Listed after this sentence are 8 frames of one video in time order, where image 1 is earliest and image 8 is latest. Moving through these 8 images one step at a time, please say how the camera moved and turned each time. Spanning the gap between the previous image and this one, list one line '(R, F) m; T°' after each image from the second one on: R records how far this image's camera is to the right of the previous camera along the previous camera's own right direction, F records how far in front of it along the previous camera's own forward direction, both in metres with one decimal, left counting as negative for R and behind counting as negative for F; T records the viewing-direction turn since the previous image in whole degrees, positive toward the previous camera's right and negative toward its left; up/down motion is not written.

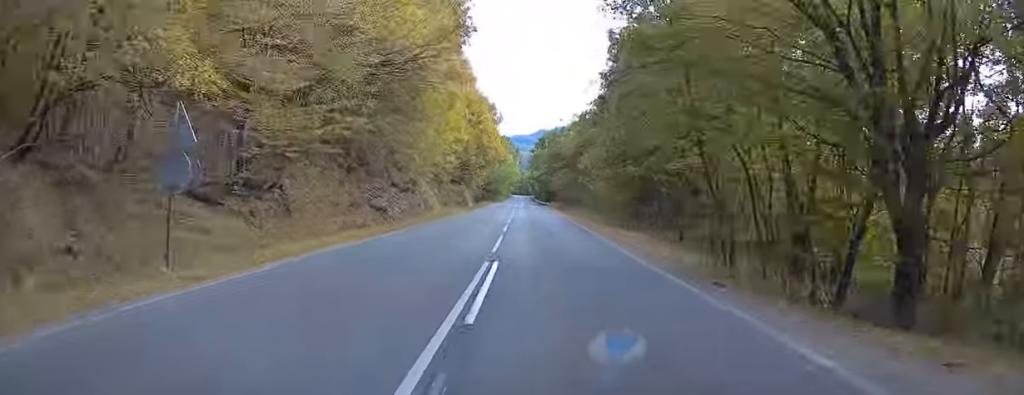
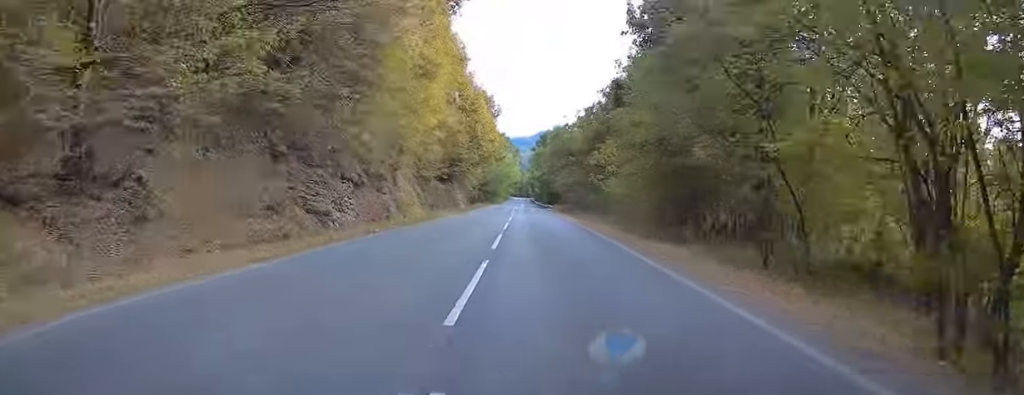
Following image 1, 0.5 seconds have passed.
(0.0, +9.3) m; 0°
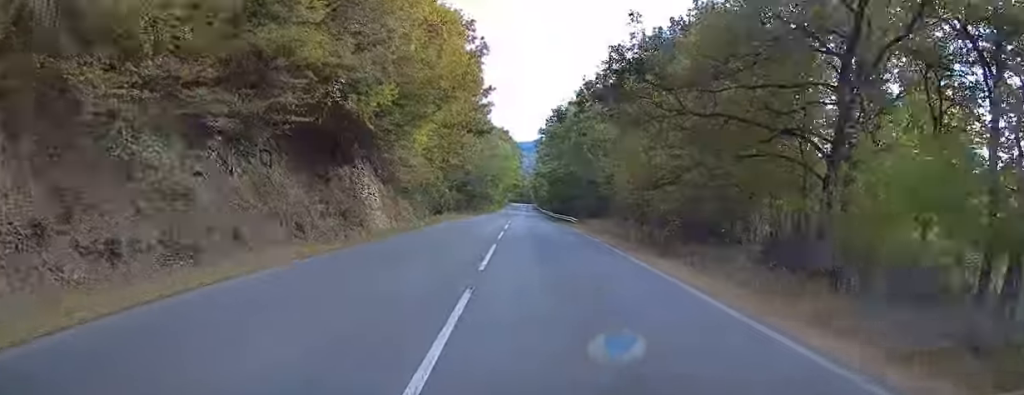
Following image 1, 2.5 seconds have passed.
(-0.5, +40.0) m; 0°
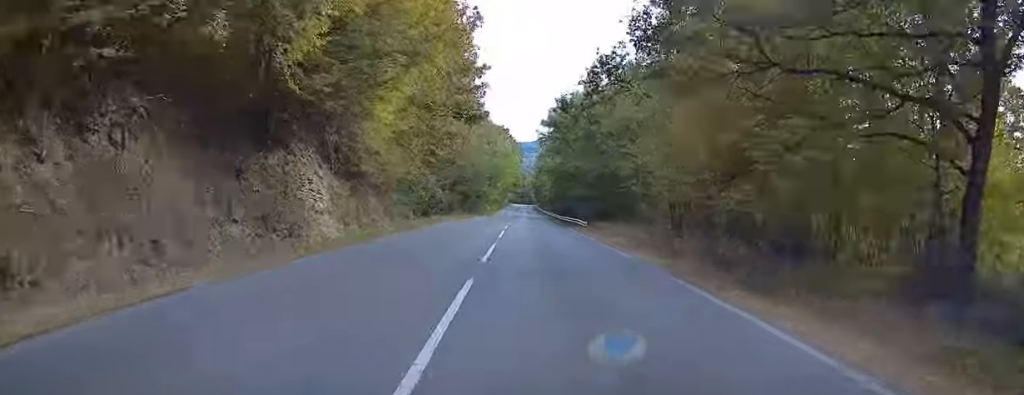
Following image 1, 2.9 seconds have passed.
(-0.1, +8.0) m; +1°
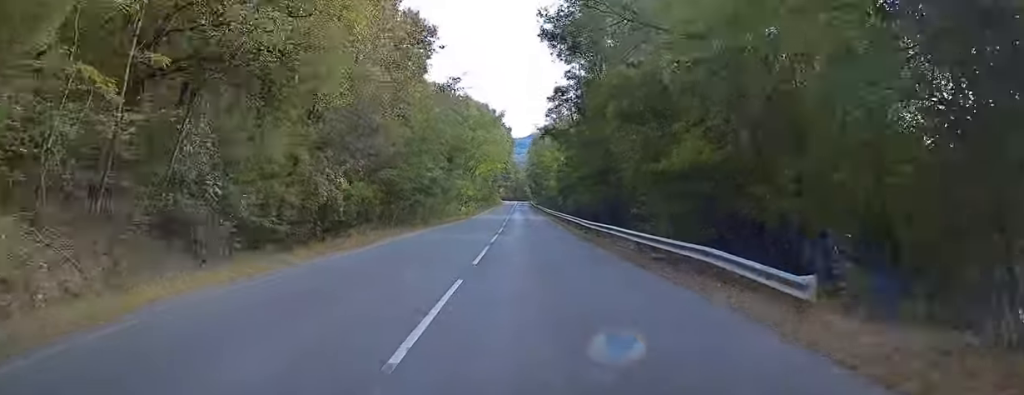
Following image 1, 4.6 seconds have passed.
(+0.7, +35.6) m; +1°
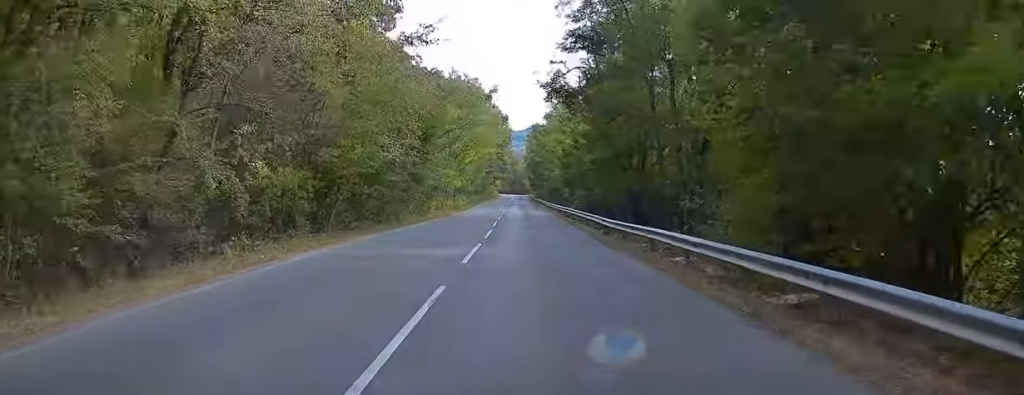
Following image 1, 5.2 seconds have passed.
(0.0, +10.8) m; 0°
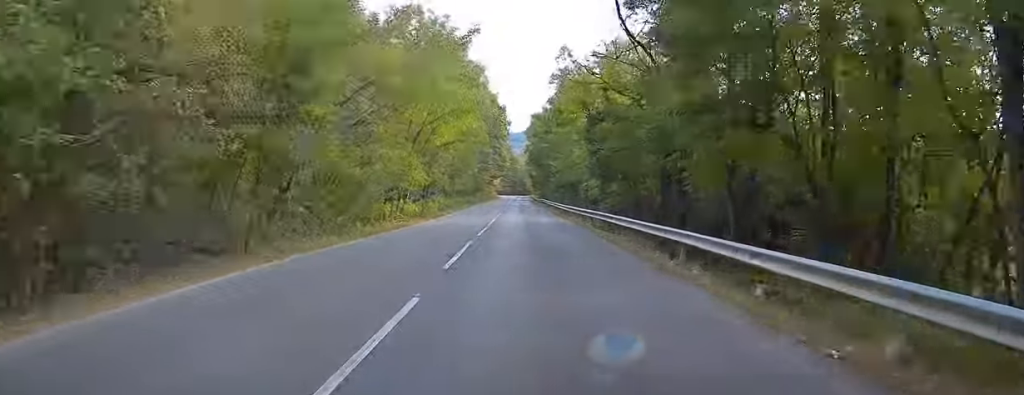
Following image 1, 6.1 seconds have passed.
(0.0, +19.5) m; +1°
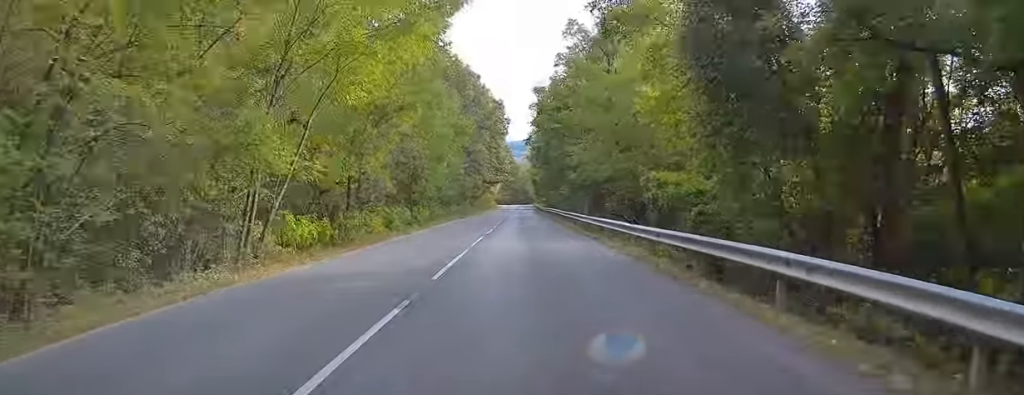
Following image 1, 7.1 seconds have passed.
(+0.5, +19.0) m; 0°
